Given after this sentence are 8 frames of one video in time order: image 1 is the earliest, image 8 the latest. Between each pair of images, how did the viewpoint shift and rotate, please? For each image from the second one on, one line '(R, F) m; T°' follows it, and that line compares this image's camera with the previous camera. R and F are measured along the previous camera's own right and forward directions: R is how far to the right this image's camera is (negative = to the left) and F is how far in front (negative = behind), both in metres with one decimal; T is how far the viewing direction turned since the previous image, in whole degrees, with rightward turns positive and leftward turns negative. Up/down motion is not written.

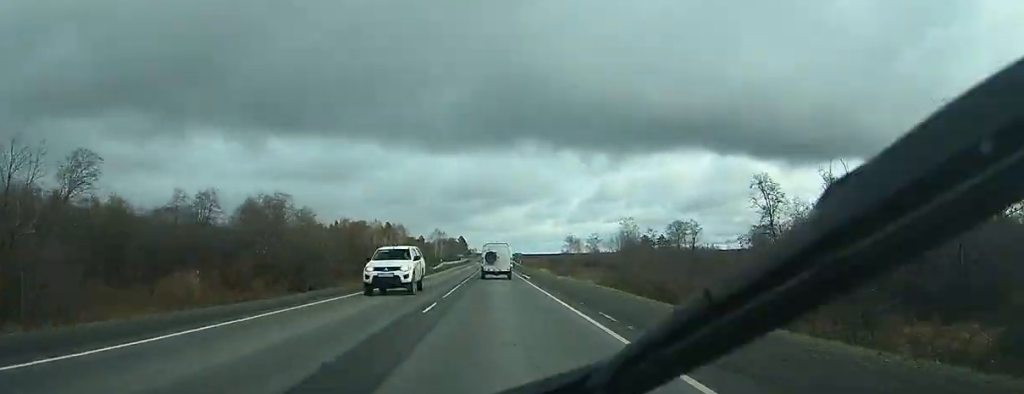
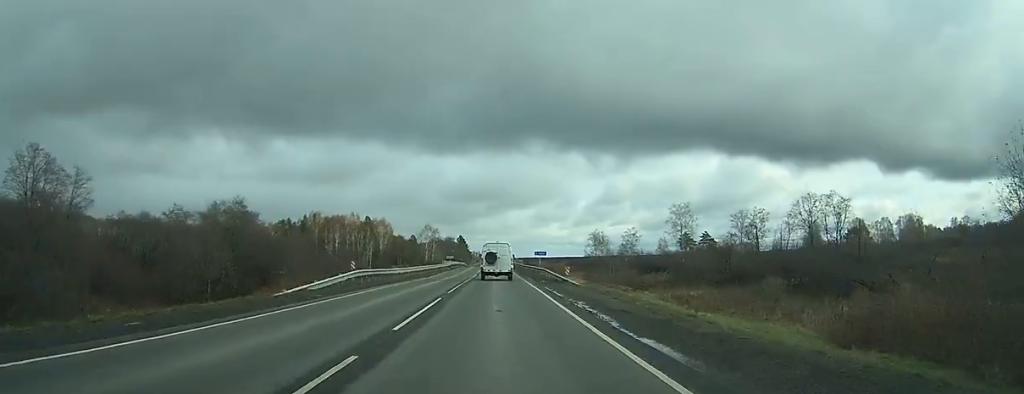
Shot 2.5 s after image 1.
(+0.1, +59.1) m; -1°
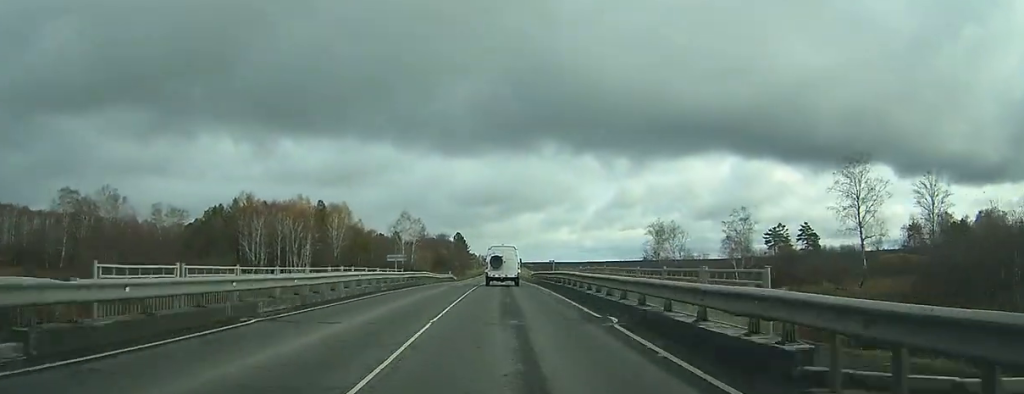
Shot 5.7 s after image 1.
(-1.4, +78.5) m; -1°
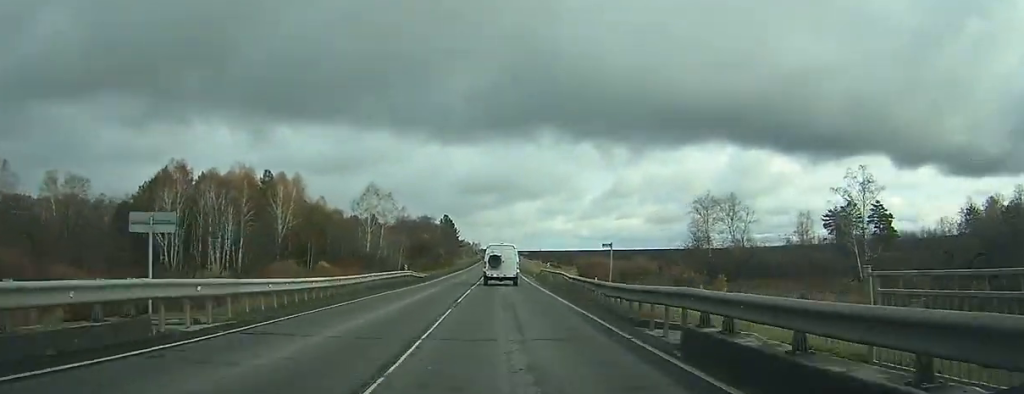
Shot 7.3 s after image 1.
(0.0, +36.8) m; 0°
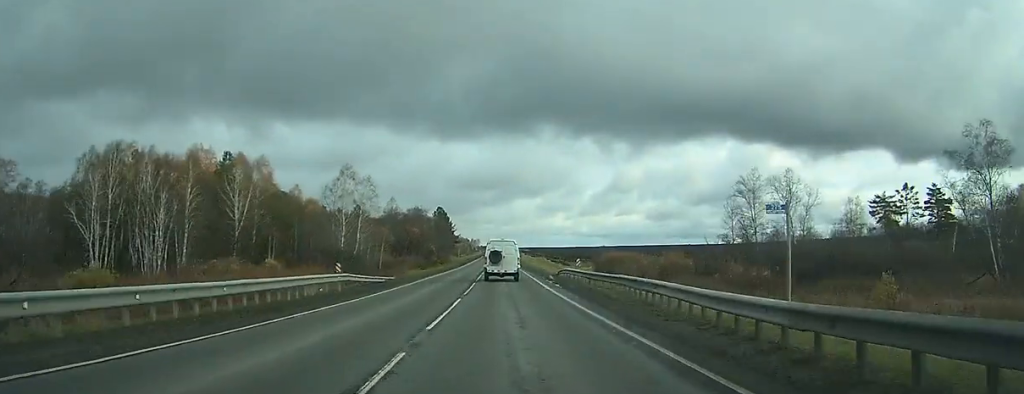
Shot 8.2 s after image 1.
(0.0, +19.7) m; 0°
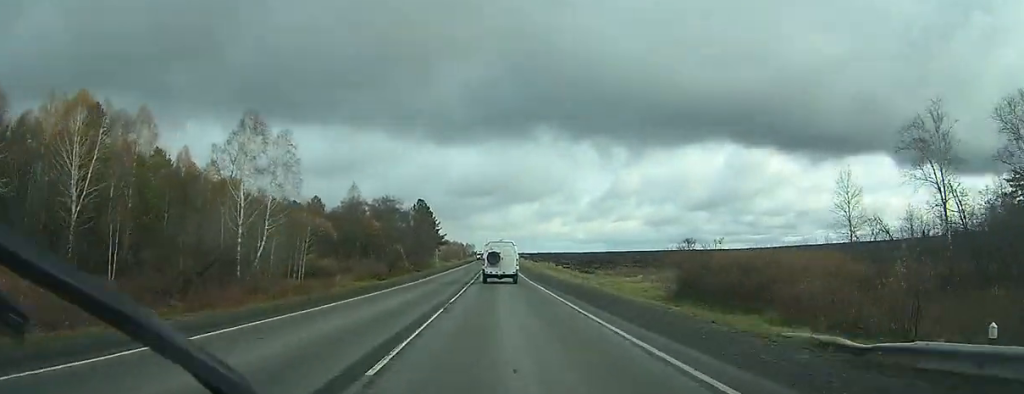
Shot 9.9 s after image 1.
(+0.2, +39.3) m; 0°
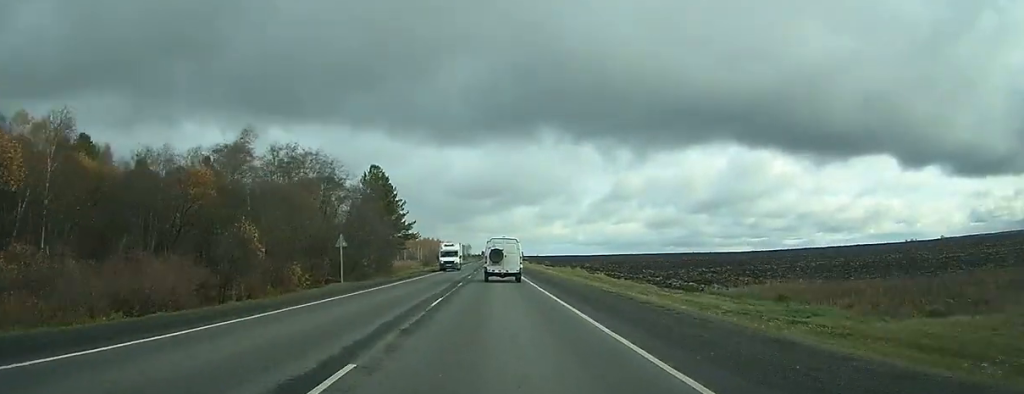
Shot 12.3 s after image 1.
(+0.1, +58.3) m; 0°
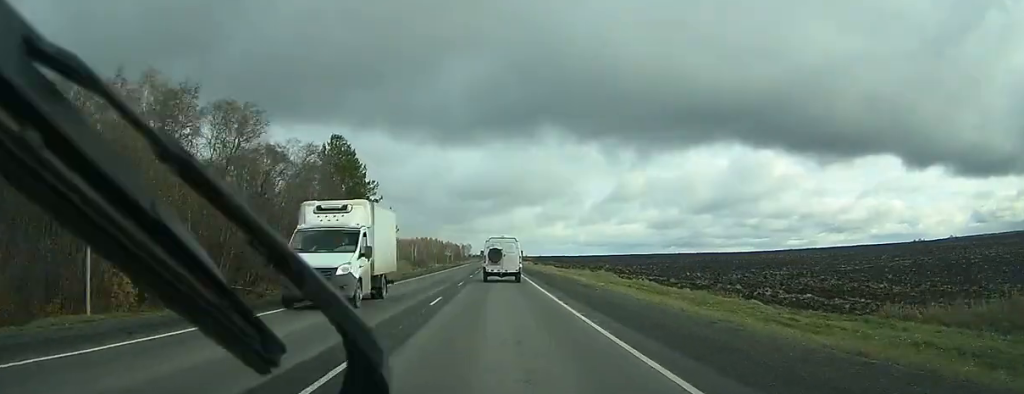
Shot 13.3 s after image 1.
(-0.1, +24.6) m; 0°
